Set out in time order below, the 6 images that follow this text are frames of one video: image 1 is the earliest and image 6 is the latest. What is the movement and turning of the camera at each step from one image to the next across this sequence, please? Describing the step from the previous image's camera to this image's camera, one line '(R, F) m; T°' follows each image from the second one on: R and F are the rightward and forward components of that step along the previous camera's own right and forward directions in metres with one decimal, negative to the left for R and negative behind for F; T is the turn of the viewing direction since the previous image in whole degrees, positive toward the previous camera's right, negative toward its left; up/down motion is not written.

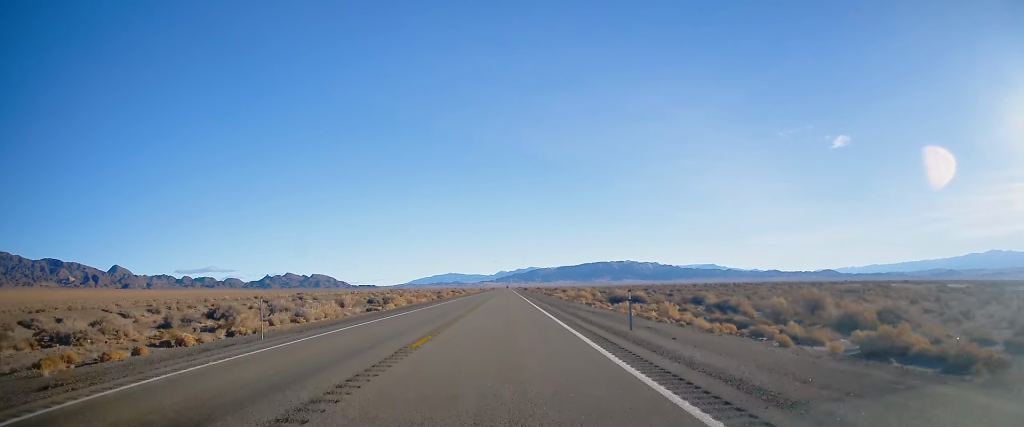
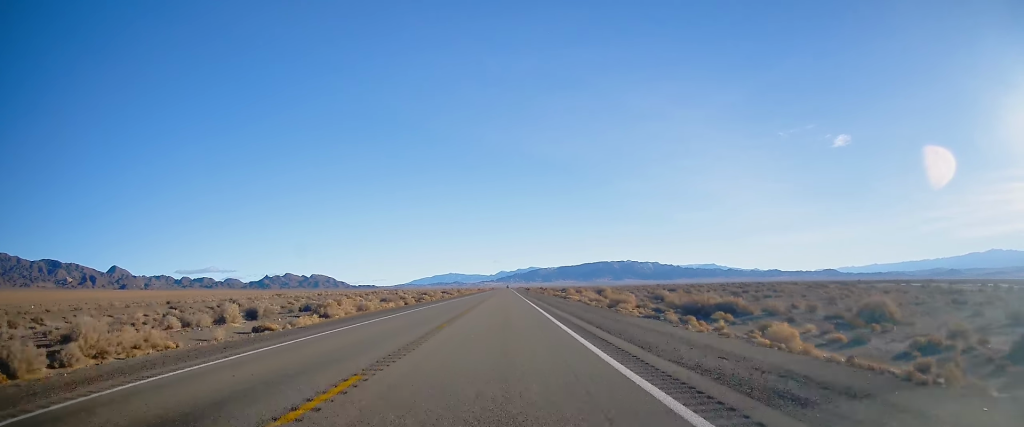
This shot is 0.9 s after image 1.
(-0.1, +30.9) m; 0°
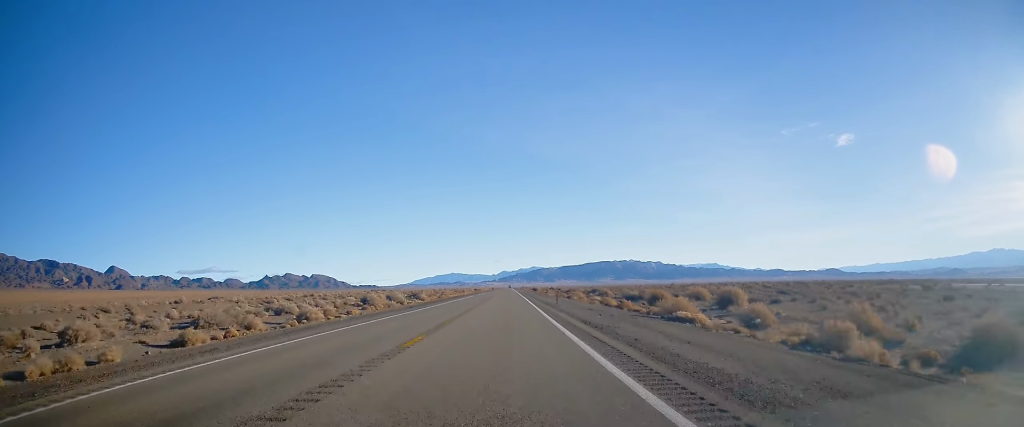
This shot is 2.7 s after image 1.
(-0.1, +65.9) m; 0°
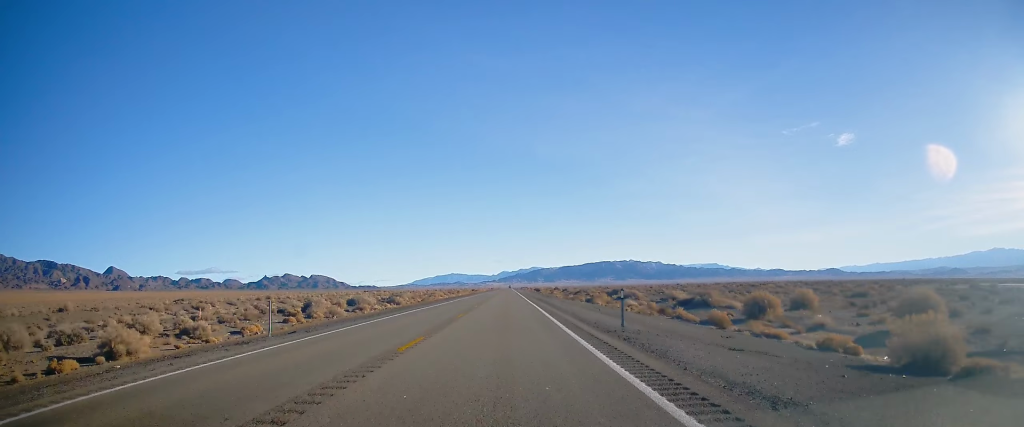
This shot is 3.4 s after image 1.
(-0.1, +25.3) m; 0°
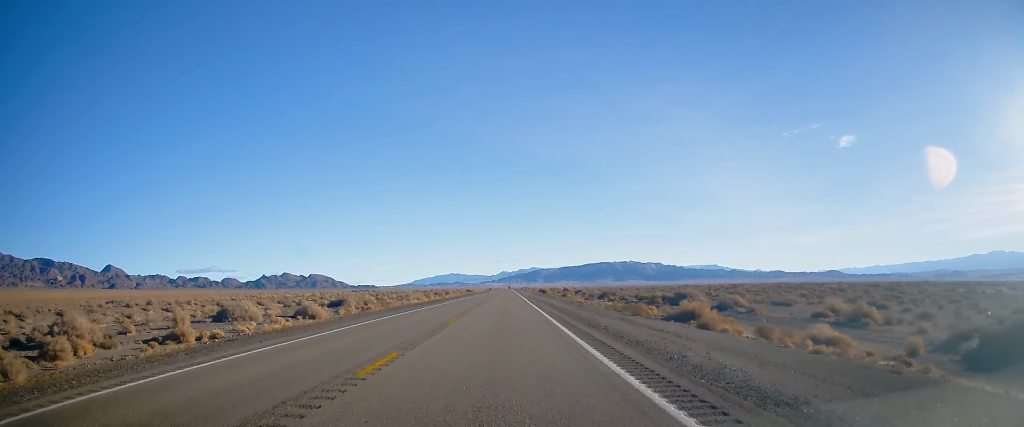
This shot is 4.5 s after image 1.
(+0.2, +39.8) m; +1°
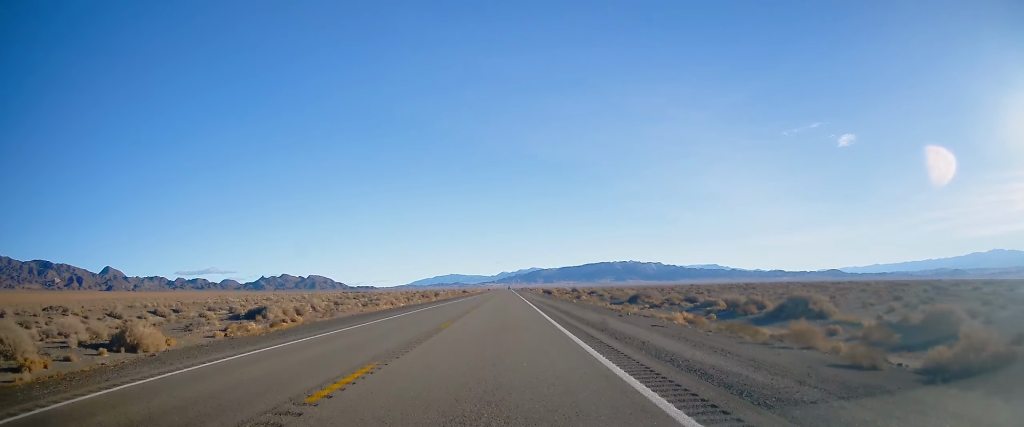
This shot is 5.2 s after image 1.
(+0.1, +26.4) m; 0°
